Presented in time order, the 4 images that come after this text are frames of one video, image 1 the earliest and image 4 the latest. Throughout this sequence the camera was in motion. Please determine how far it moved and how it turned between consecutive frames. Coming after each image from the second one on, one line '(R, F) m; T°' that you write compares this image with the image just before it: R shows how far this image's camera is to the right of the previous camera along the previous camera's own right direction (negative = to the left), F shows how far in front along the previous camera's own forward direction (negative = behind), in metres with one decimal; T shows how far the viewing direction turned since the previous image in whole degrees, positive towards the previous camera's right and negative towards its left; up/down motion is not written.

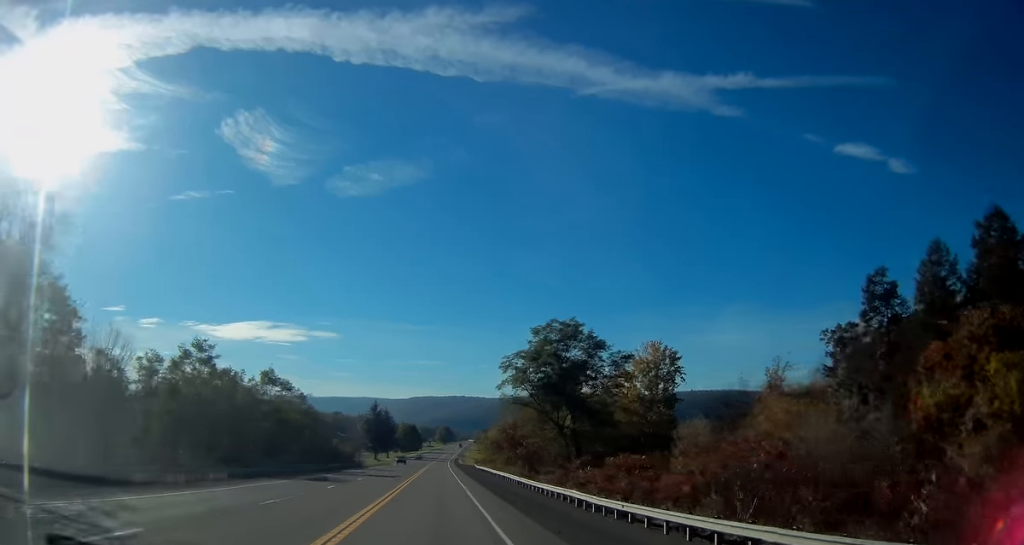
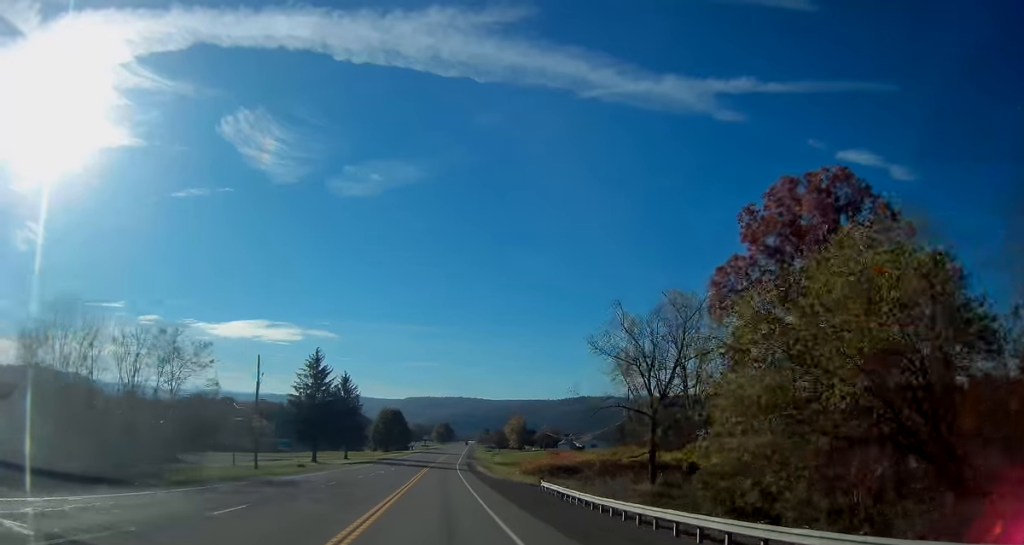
(-0.6, +89.6) m; -1°
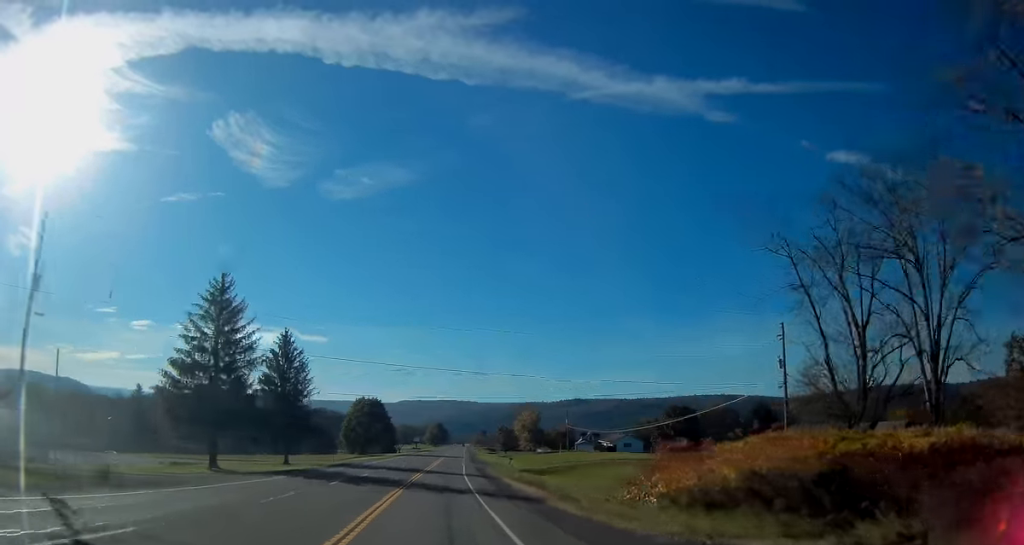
(+0.3, +43.3) m; +1°
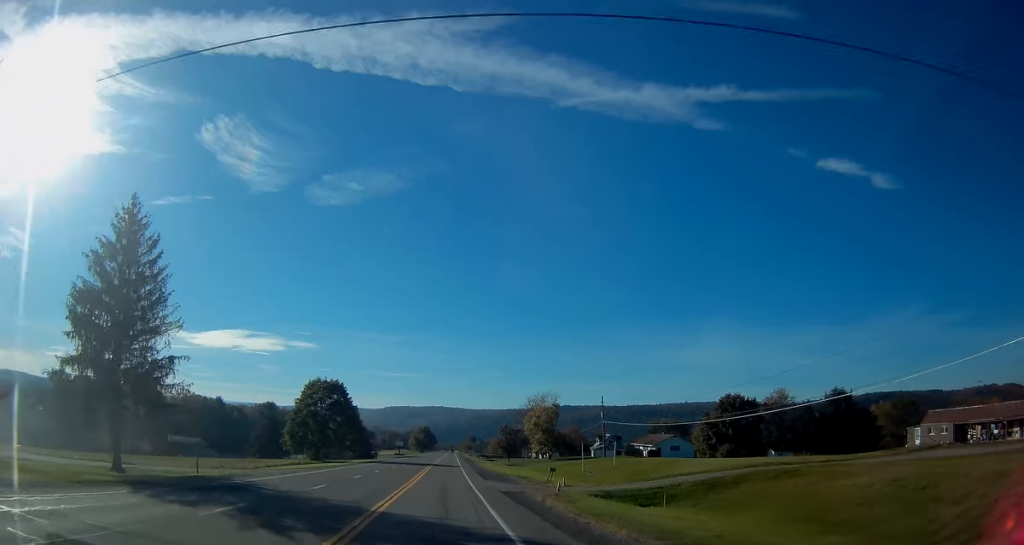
(+0.3, +41.2) m; 0°
